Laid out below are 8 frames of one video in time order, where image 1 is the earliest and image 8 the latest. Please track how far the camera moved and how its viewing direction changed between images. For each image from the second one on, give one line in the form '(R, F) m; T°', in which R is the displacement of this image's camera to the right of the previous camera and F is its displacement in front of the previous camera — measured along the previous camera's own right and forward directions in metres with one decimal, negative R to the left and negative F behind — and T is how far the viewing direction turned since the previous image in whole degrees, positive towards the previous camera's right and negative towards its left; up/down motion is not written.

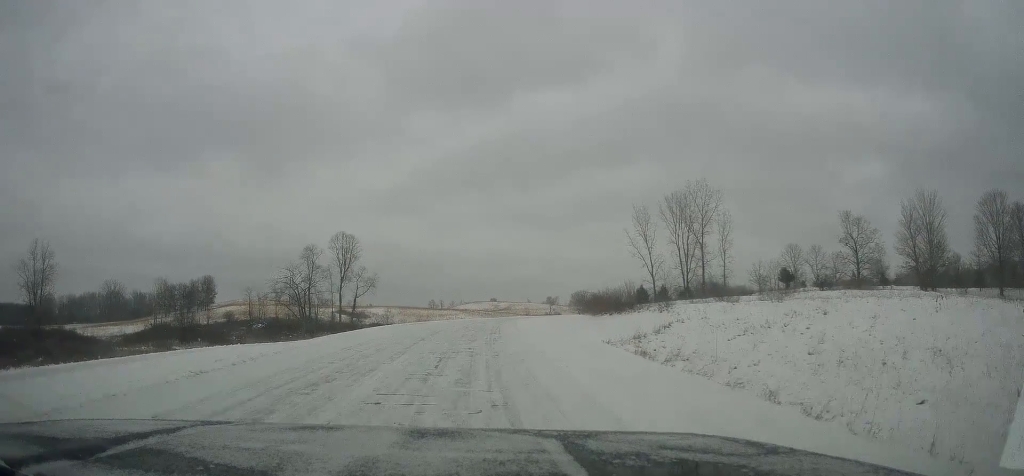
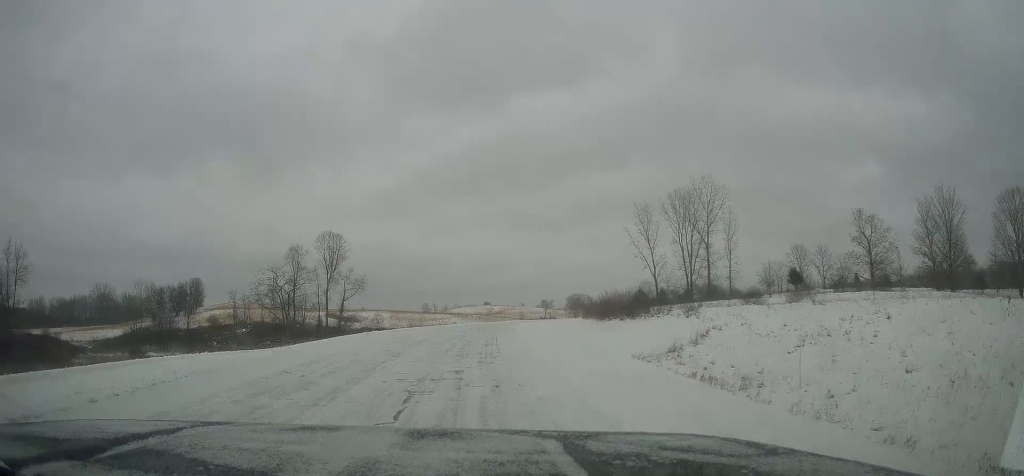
(-0.1, +5.8) m; -3°
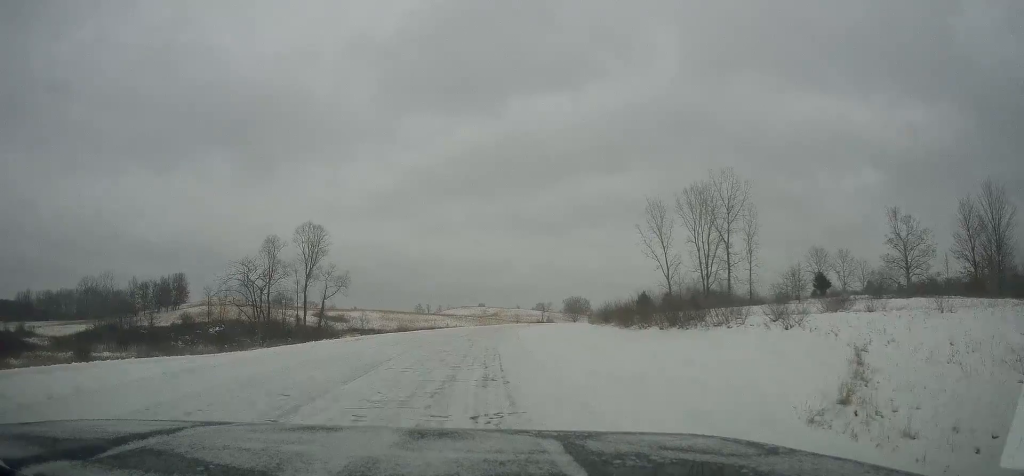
(-0.5, +11.2) m; -2°
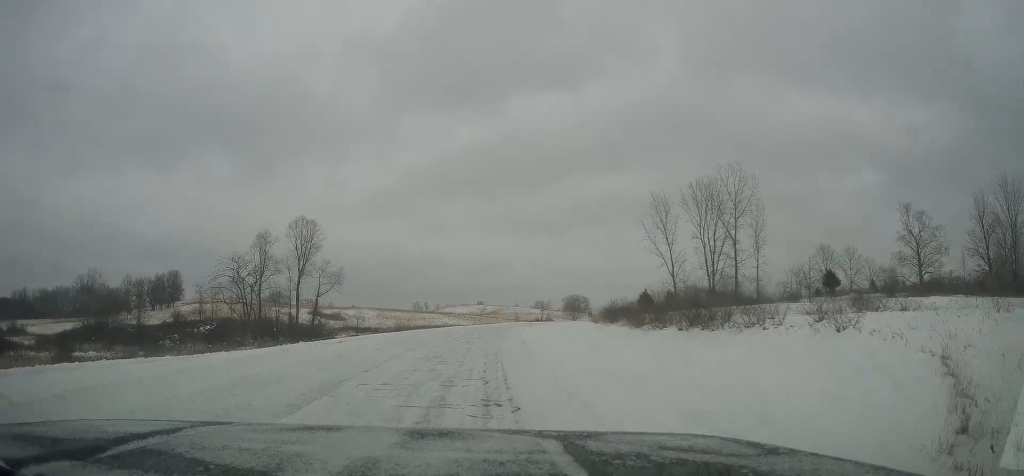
(0.0, +3.6) m; +2°
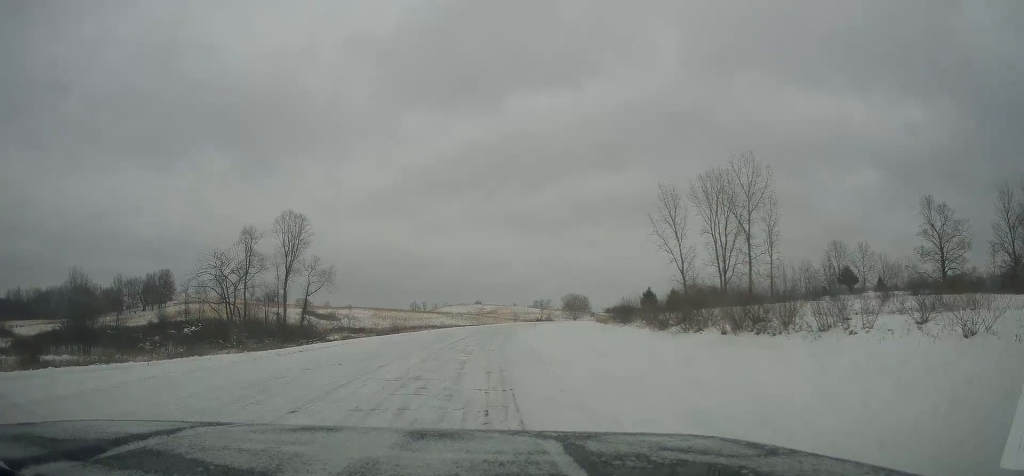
(+0.1, +6.0) m; +2°
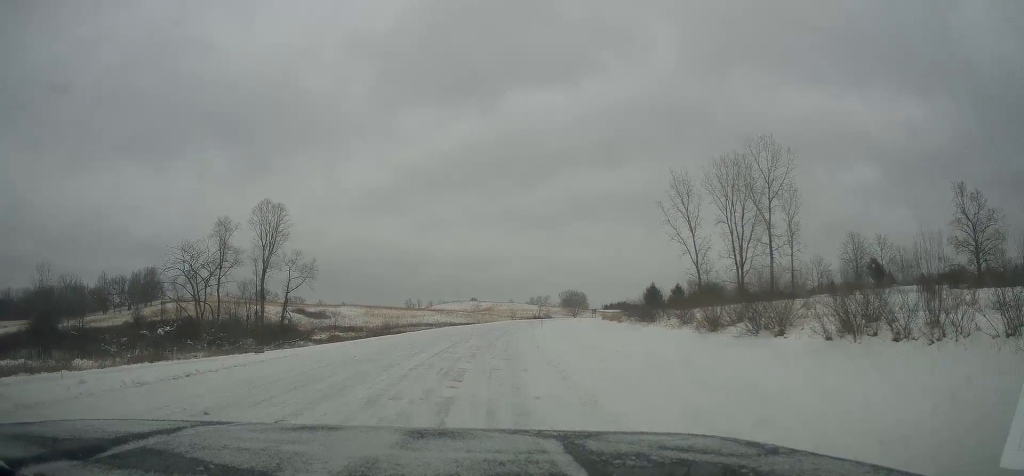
(+0.2, +8.4) m; +2°
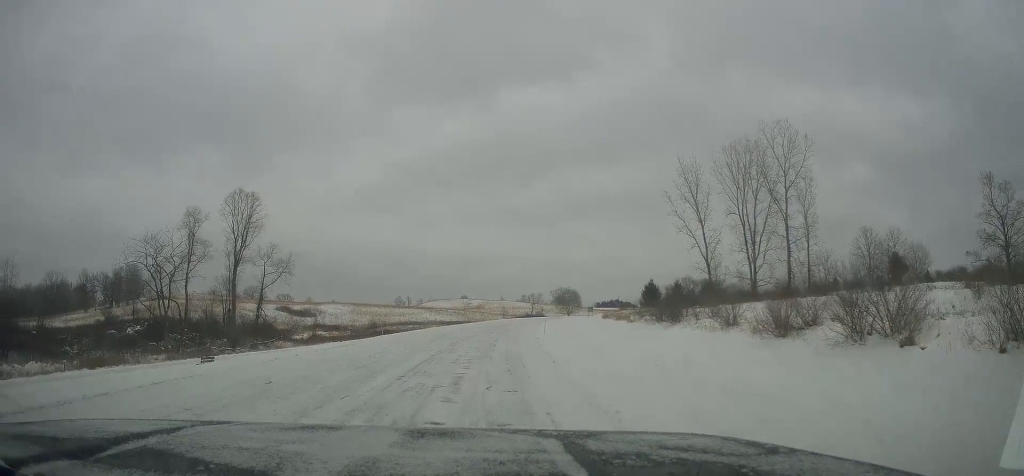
(0.0, +7.2) m; 0°
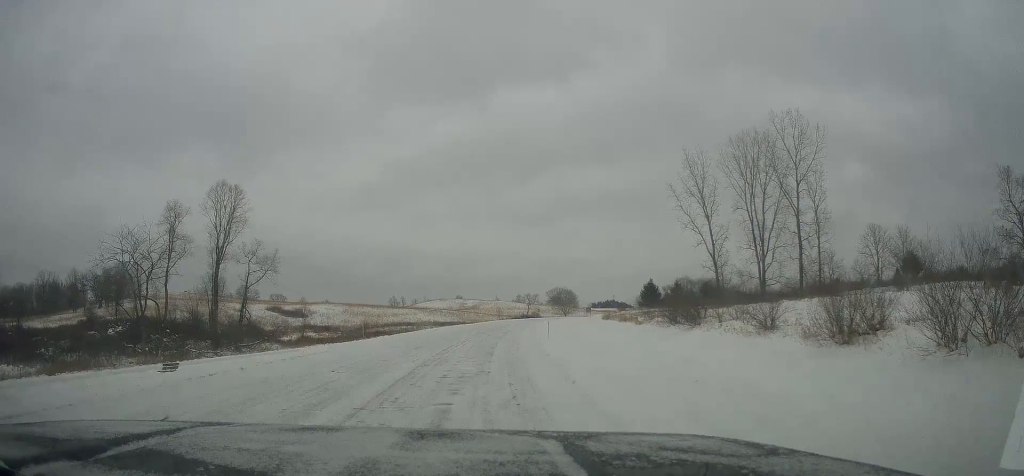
(0.0, +4.2) m; 0°
